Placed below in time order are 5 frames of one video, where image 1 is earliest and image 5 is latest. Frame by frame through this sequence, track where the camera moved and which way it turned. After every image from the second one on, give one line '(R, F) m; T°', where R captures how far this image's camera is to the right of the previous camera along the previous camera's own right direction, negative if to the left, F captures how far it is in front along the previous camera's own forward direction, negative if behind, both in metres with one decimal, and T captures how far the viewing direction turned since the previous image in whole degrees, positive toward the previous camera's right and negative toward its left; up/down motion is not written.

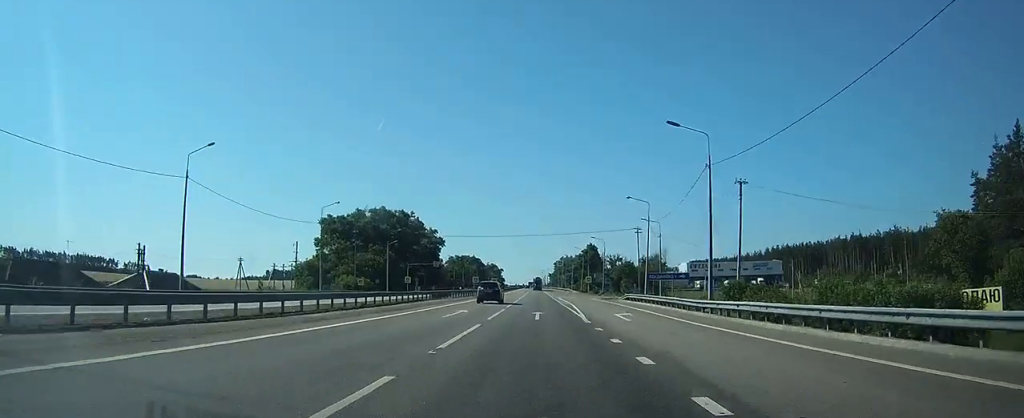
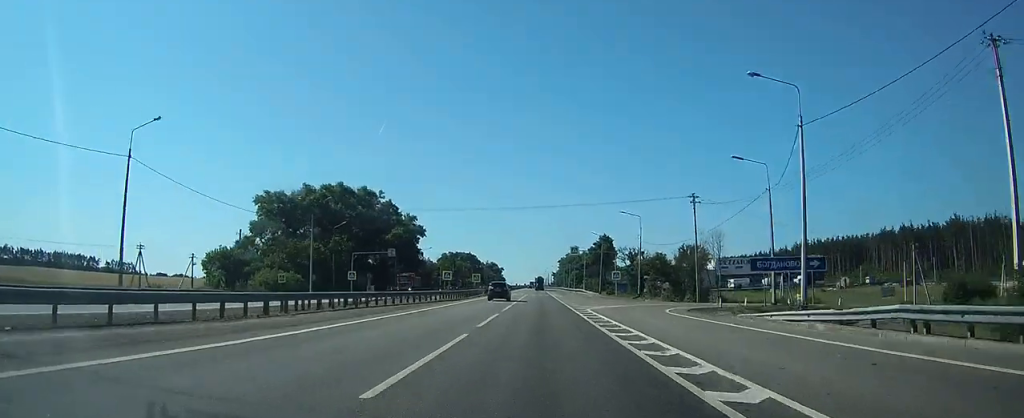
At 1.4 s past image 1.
(-0.2, +40.3) m; -1°
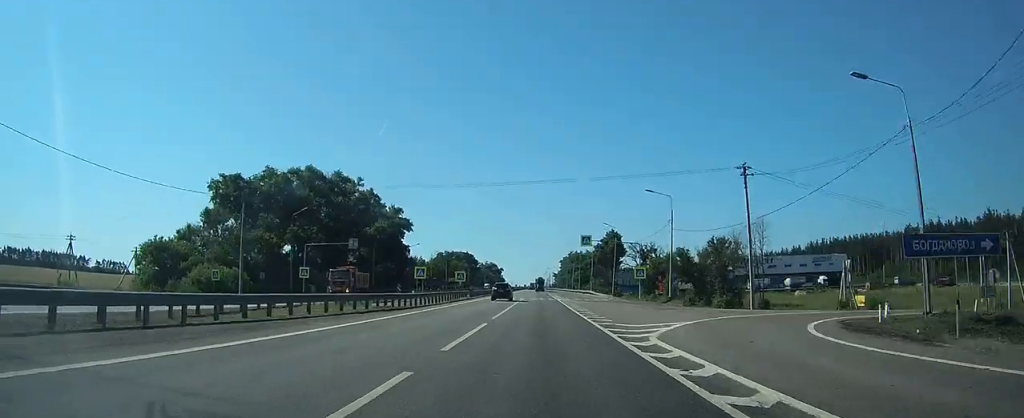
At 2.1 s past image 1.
(-0.1, +18.8) m; 0°
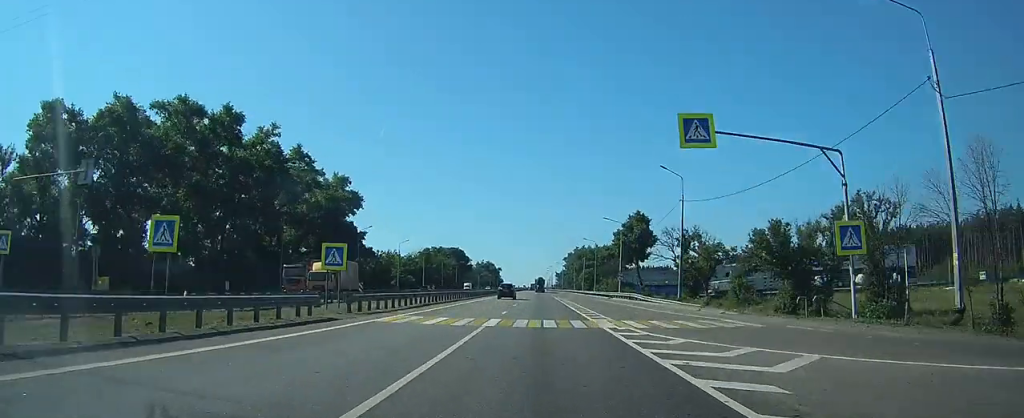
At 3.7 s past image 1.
(+0.1, +44.1) m; 0°
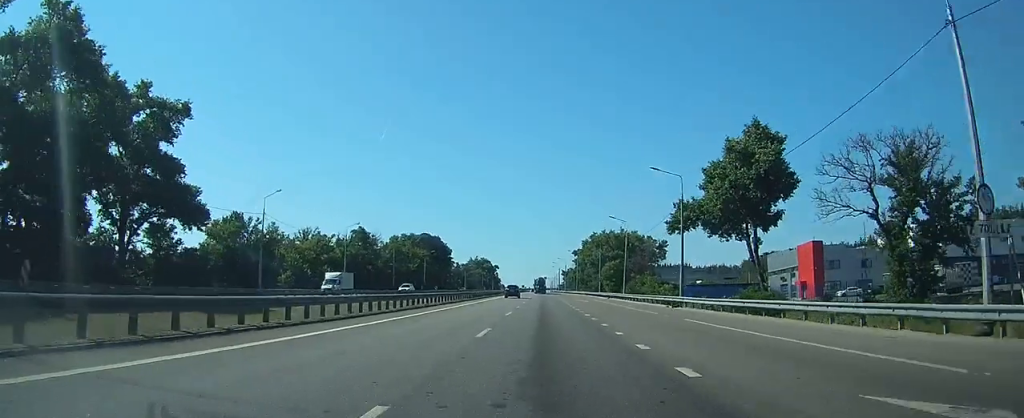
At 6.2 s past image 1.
(-0.3, +72.1) m; 0°
